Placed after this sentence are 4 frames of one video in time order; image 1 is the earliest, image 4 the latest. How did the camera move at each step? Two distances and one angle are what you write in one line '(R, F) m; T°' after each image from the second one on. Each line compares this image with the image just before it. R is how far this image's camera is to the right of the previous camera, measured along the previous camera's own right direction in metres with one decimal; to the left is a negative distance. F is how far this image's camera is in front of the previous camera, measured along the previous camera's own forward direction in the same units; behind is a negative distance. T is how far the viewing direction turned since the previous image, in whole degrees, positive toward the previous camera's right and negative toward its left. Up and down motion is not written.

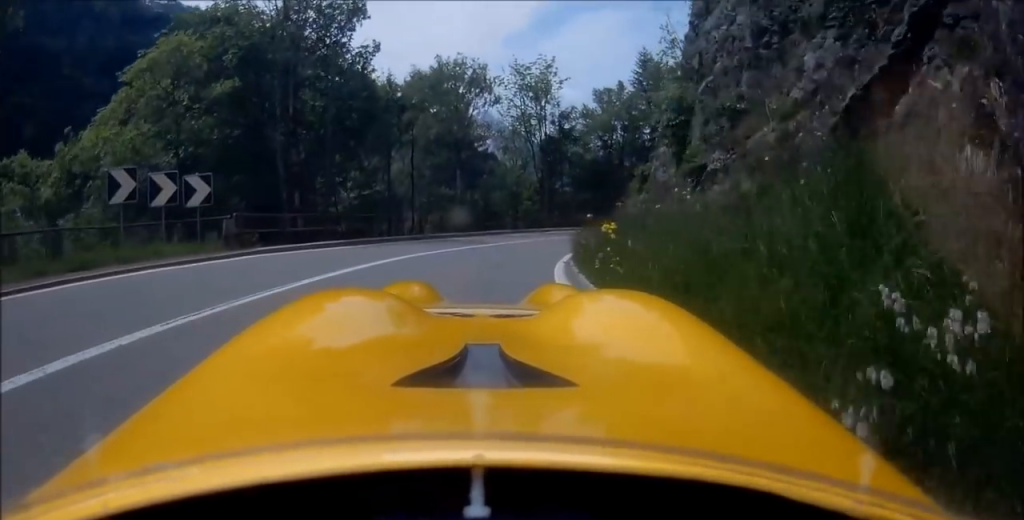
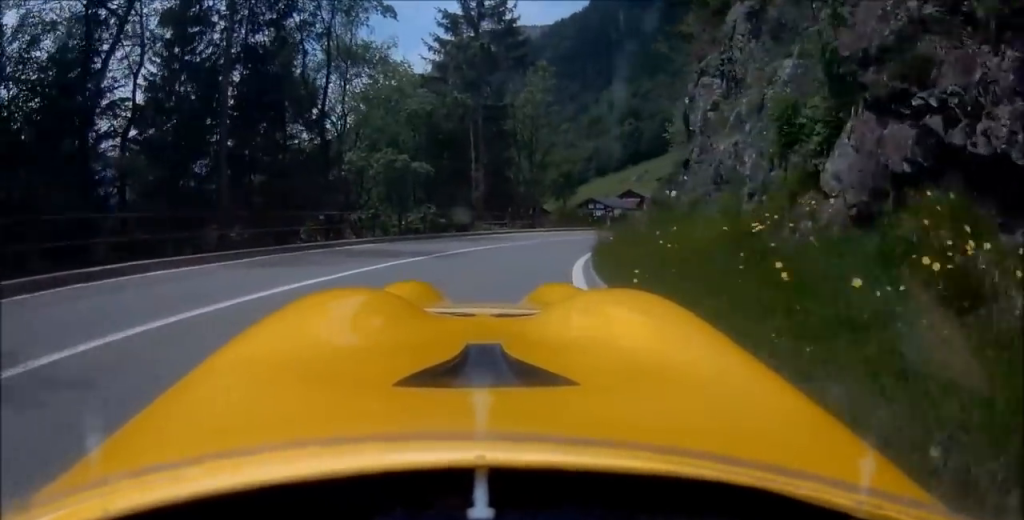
(+14.3, +35.8) m; +37°
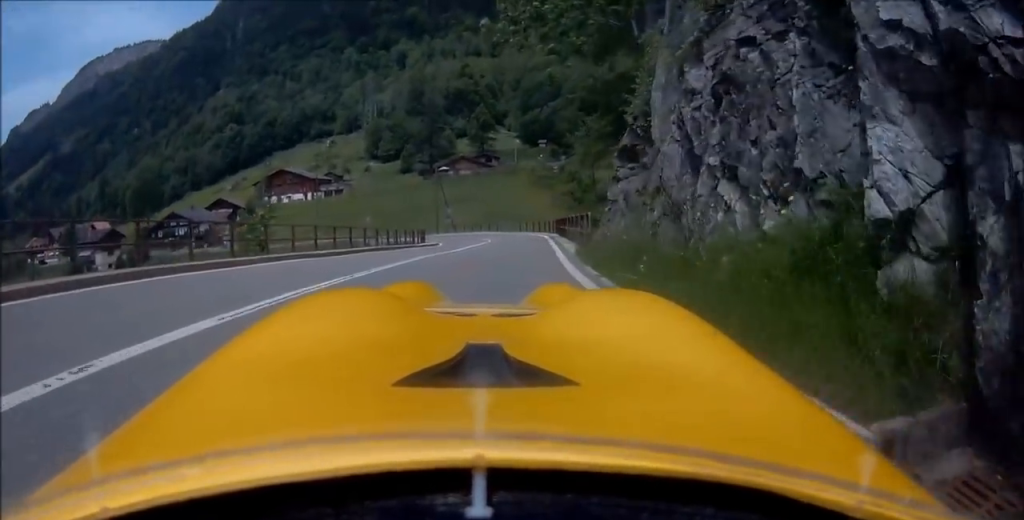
(+8.0, +35.7) m; +33°
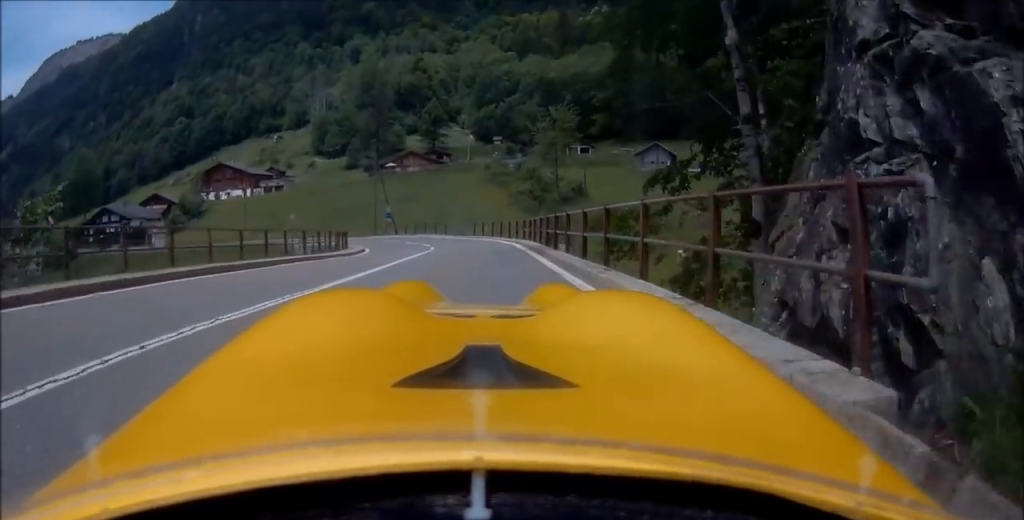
(+2.2, +10.2) m; +10°
